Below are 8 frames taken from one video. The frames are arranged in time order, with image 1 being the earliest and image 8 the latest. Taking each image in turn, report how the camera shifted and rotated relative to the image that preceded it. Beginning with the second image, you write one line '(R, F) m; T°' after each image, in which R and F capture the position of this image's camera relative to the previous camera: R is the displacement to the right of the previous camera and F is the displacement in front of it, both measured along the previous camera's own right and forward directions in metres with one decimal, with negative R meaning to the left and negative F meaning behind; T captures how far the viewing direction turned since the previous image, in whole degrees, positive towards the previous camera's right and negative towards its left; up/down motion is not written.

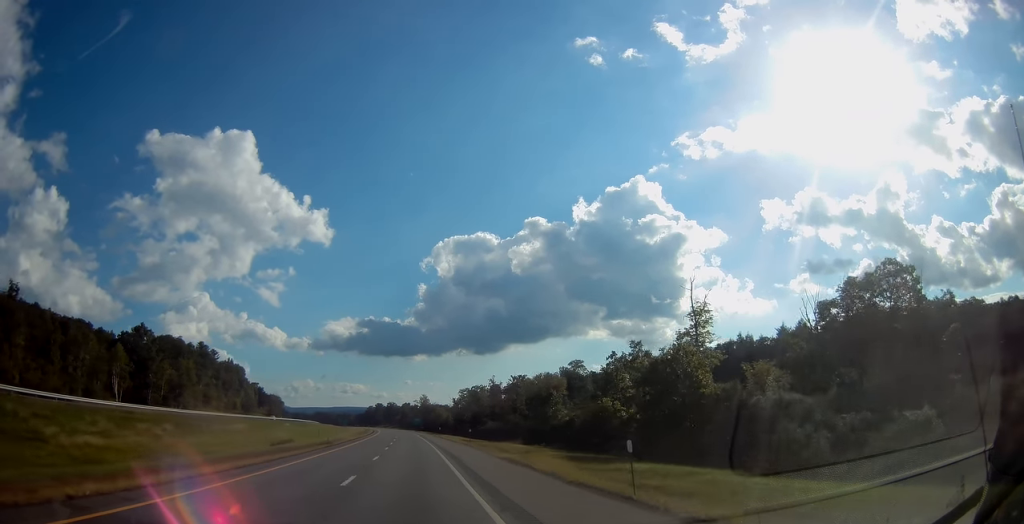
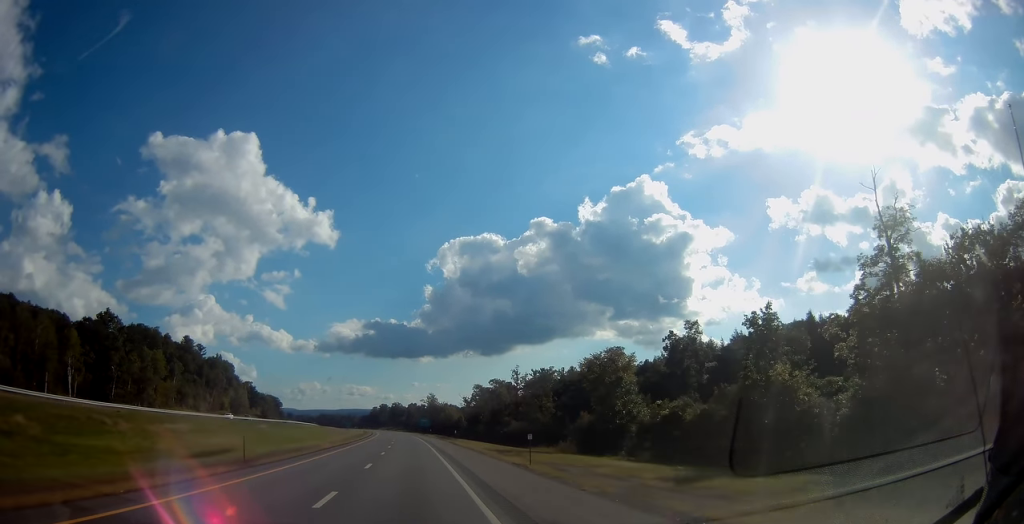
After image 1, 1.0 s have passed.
(0.0, +28.8) m; -1°
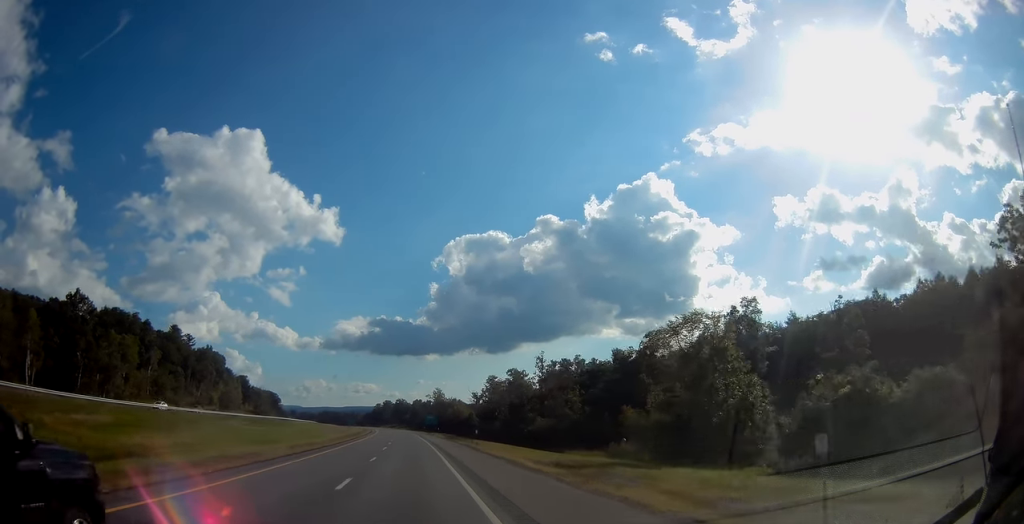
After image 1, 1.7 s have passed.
(0.0, +21.1) m; -1°
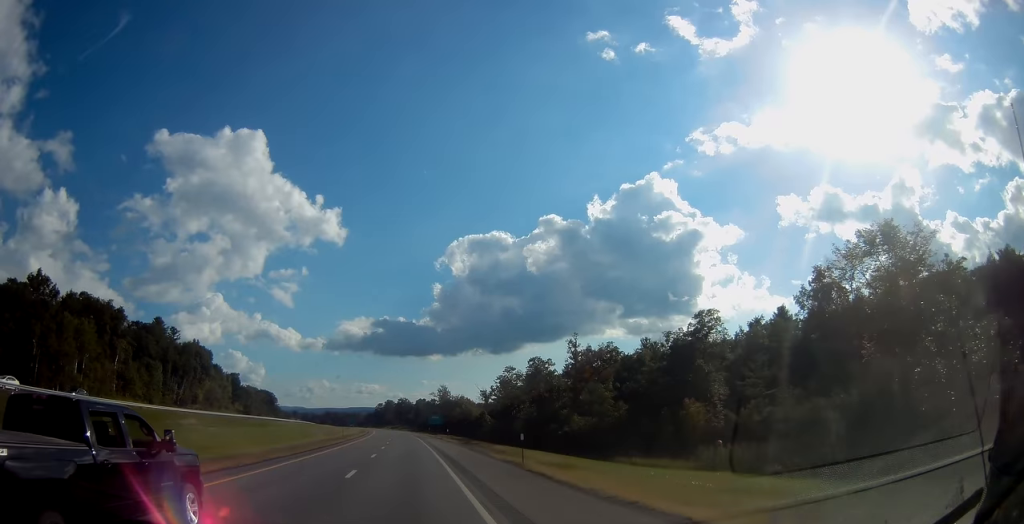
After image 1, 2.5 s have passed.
(-0.6, +21.2) m; -1°
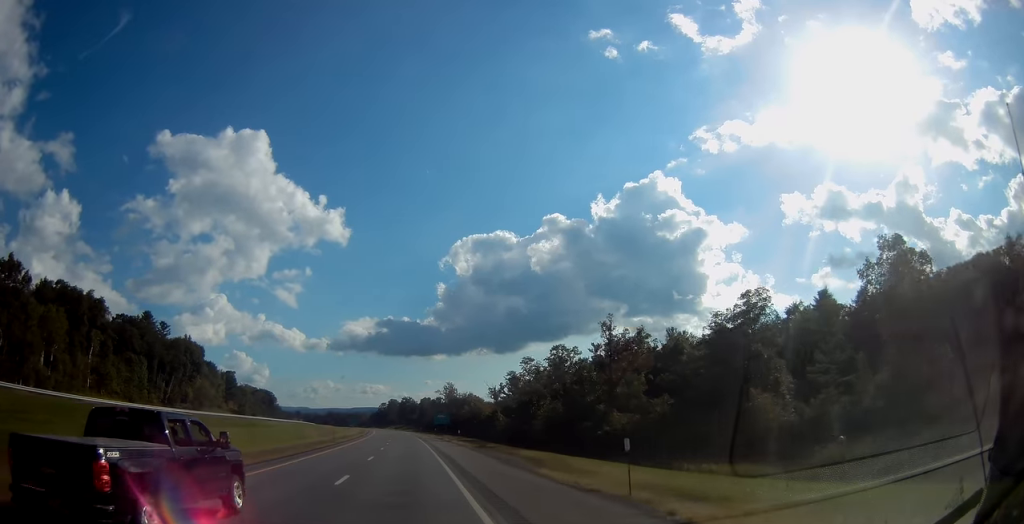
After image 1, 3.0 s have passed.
(+0.2, +14.4) m; 0°
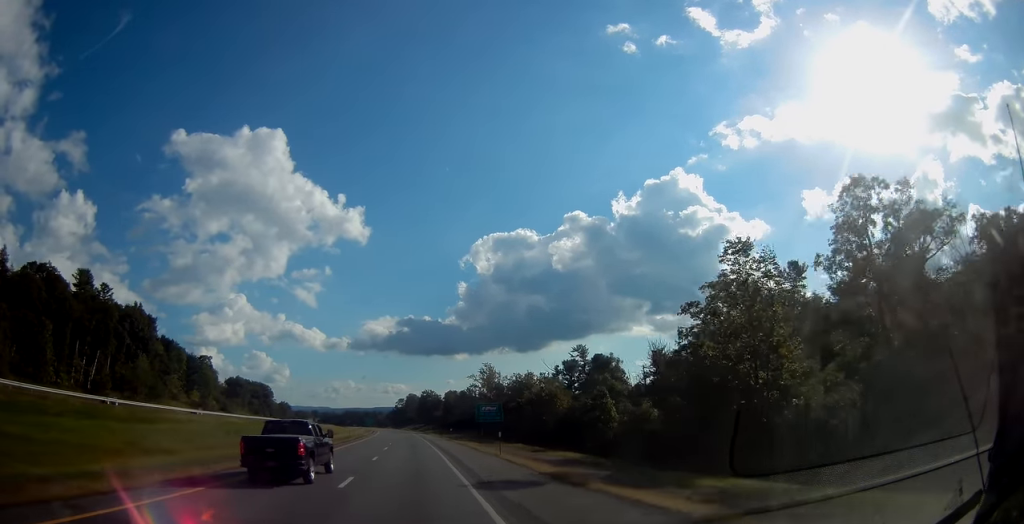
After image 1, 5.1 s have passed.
(-1.0, +62.3) m; -3°
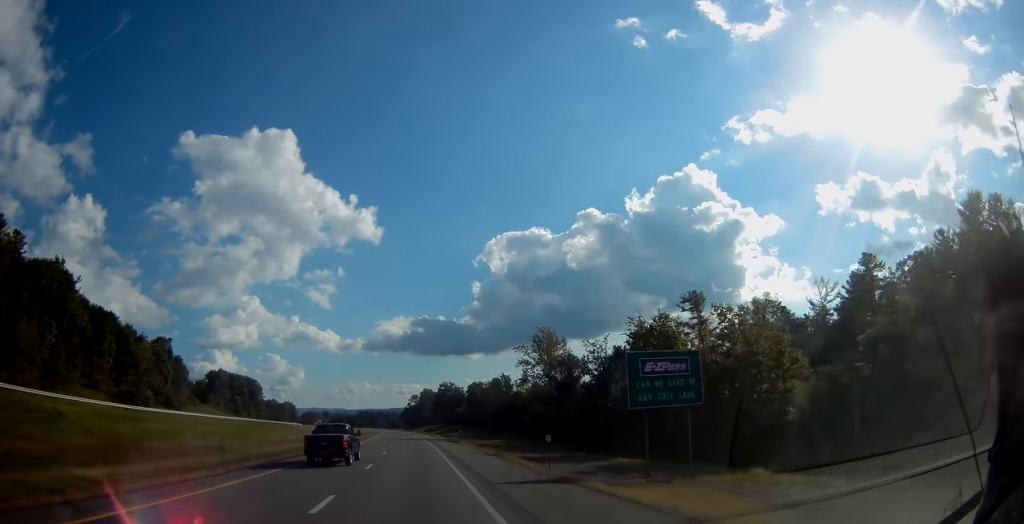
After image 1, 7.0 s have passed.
(-0.5, +53.6) m; -1°
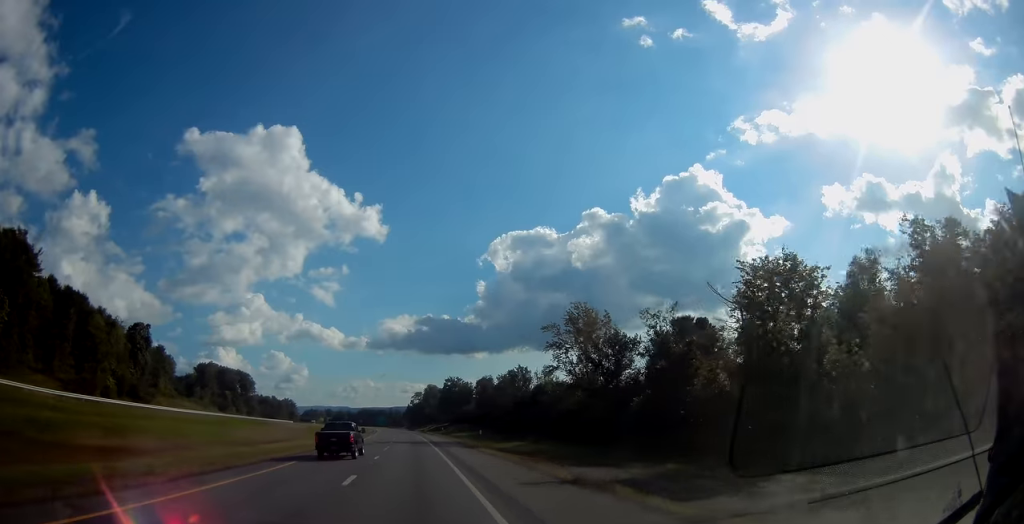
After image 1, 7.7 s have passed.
(0.0, +19.2) m; 0°
